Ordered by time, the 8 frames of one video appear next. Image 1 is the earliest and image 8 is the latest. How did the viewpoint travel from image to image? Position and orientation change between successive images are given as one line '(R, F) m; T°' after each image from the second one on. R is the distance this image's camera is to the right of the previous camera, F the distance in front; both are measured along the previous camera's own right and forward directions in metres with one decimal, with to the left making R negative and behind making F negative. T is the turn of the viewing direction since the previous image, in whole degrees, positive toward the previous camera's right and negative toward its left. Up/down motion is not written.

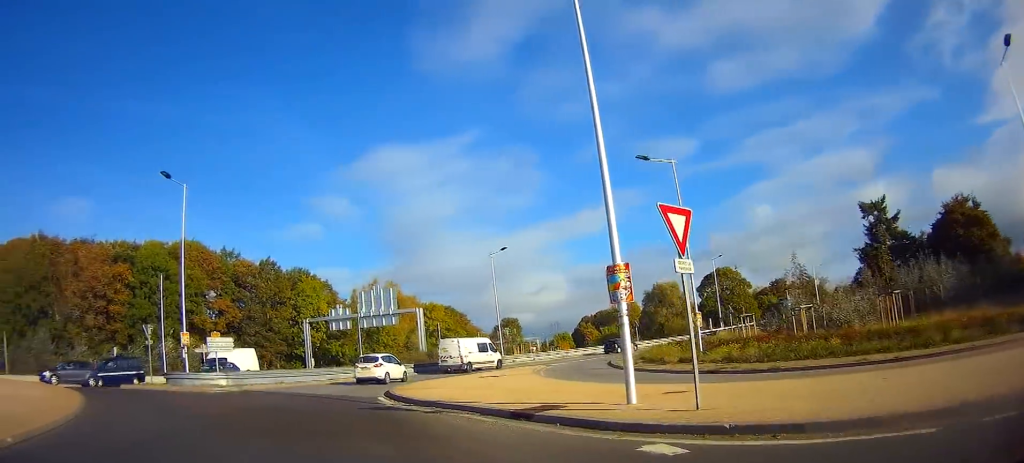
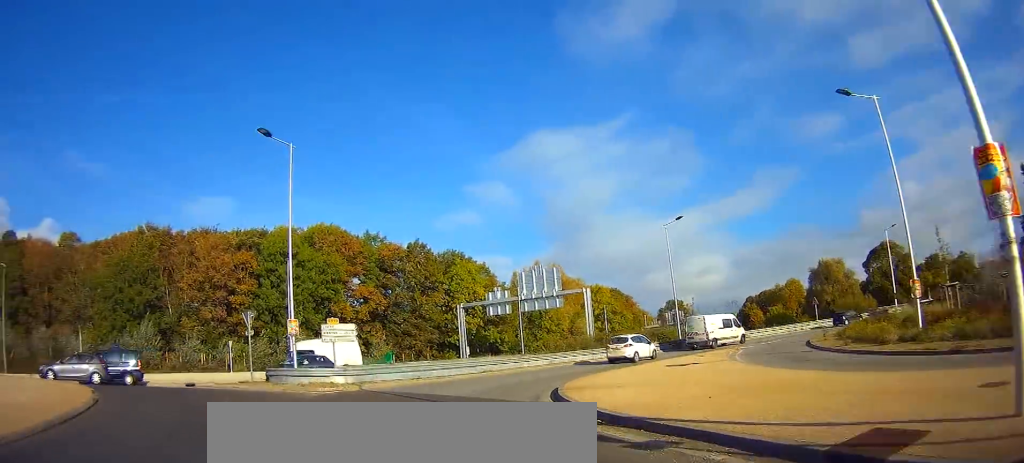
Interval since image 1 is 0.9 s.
(-0.8, +5.9) m; -12°
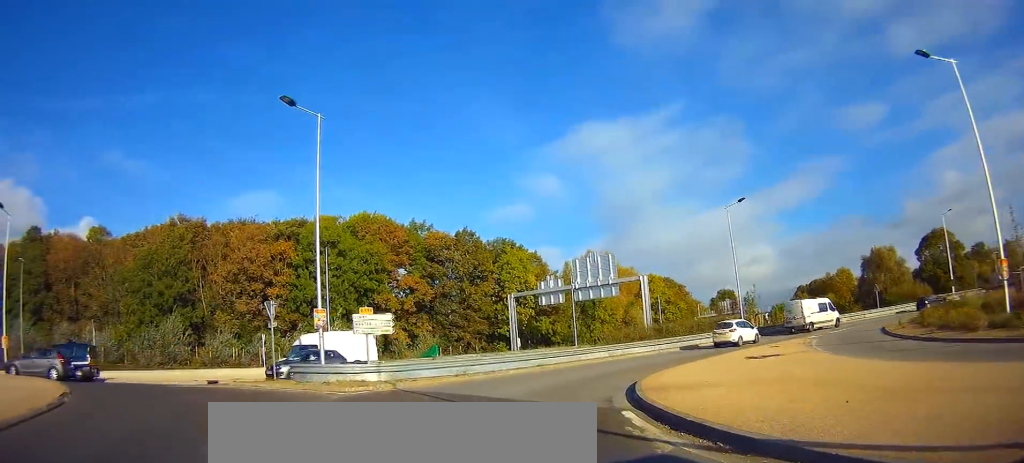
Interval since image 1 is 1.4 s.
(0.0, +3.1) m; -4°
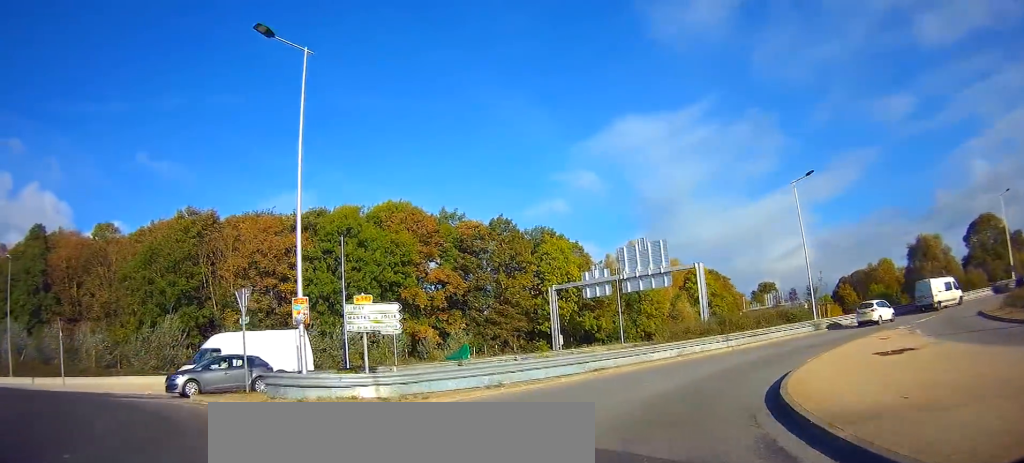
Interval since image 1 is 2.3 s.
(-0.5, +6.0) m; -3°
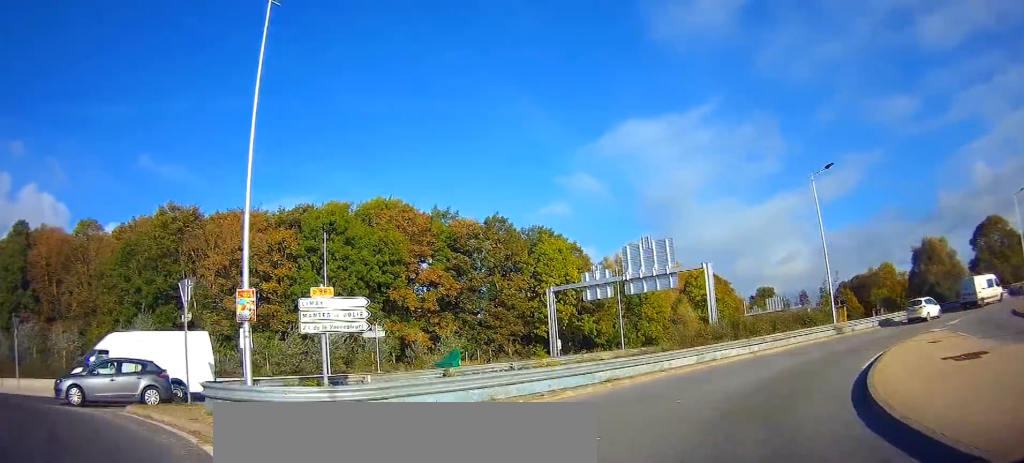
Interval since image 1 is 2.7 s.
(-0.1, +3.3) m; +1°
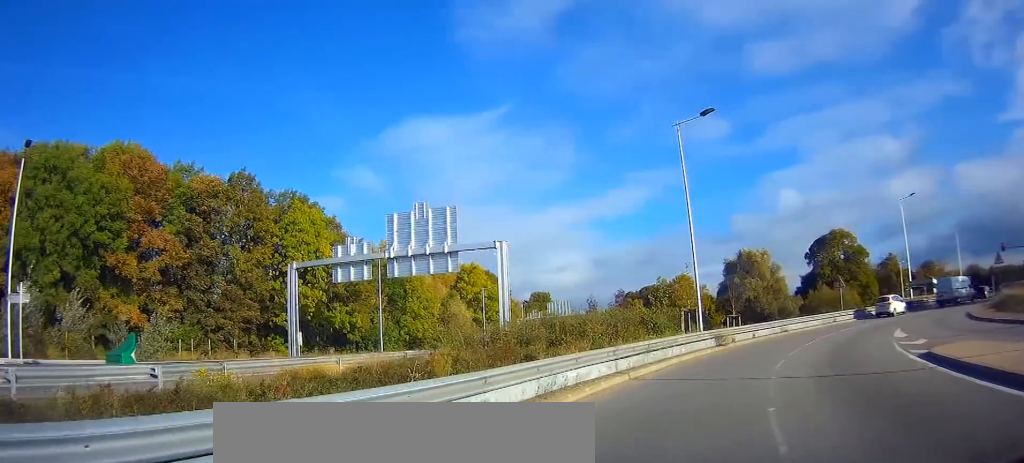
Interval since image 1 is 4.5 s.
(+1.1, +12.7) m; +16°
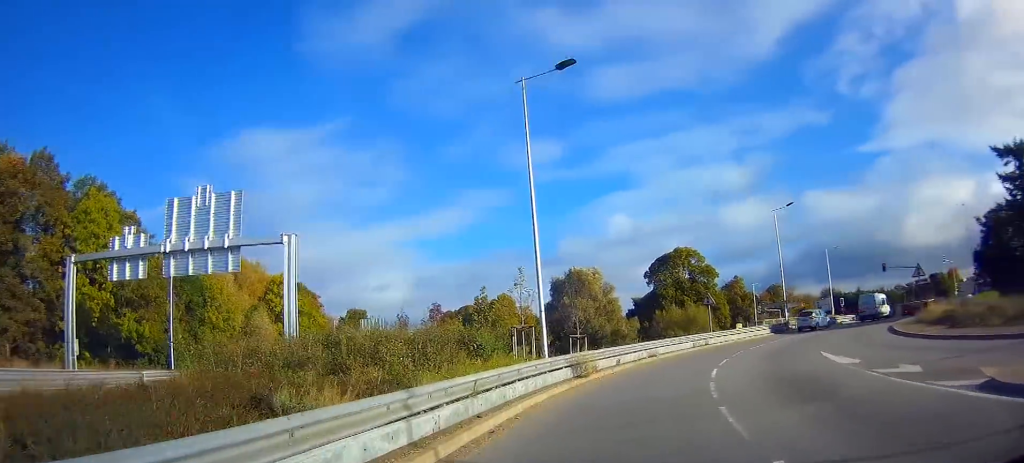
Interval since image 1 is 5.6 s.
(+1.3, +7.5) m; +18°
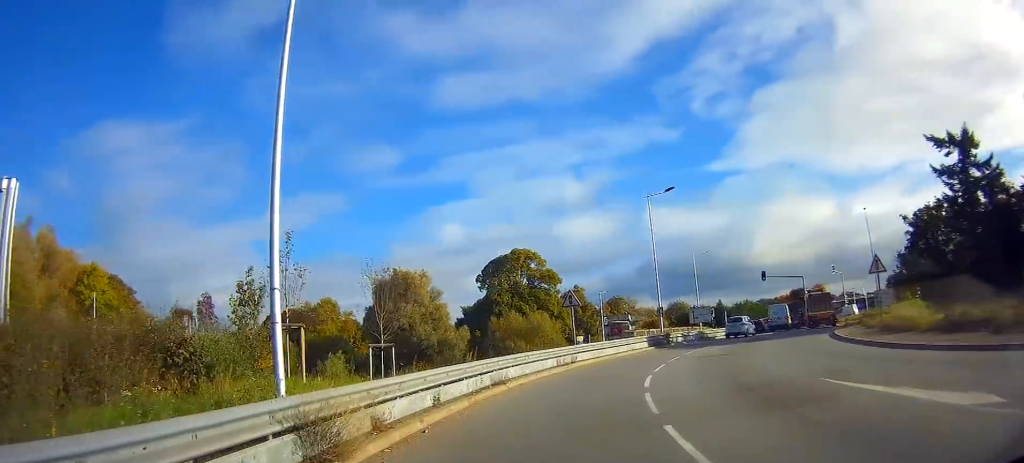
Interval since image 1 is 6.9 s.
(+1.8, +9.9) m; +16°
